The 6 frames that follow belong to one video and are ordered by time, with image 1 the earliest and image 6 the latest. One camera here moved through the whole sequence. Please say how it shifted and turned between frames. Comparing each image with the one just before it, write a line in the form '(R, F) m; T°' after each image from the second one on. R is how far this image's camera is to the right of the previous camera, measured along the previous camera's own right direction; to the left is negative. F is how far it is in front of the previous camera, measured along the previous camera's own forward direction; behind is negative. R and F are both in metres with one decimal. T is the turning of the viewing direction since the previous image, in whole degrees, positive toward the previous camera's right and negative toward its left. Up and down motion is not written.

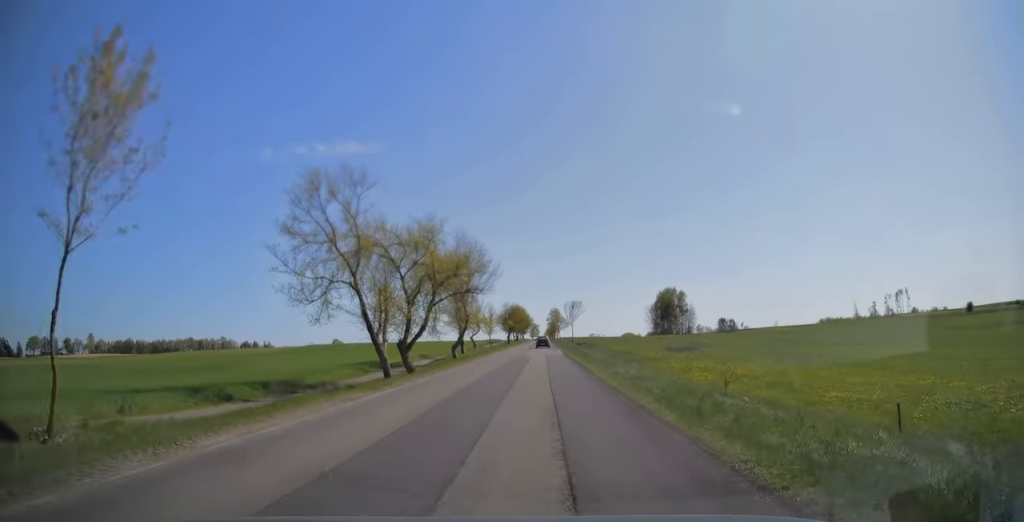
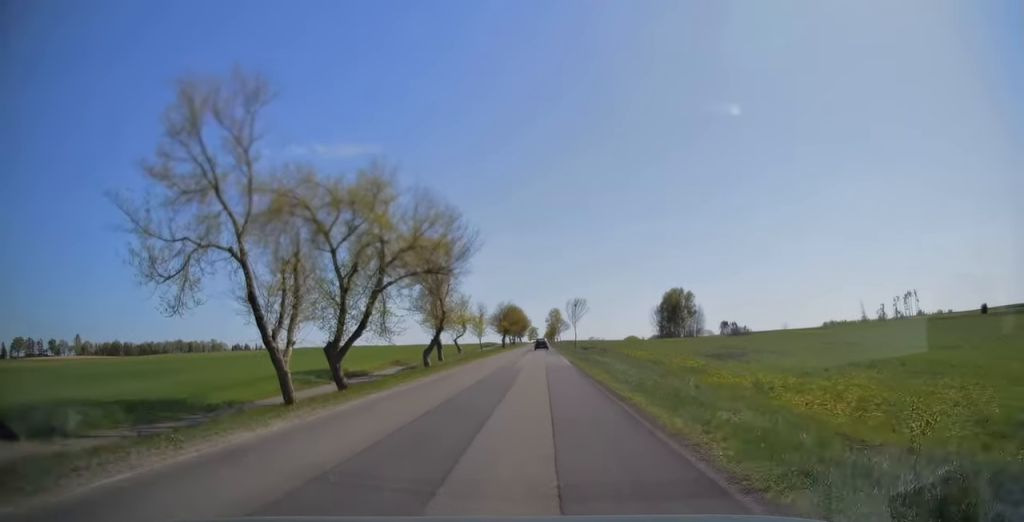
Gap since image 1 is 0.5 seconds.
(0.0, +14.7) m; 0°
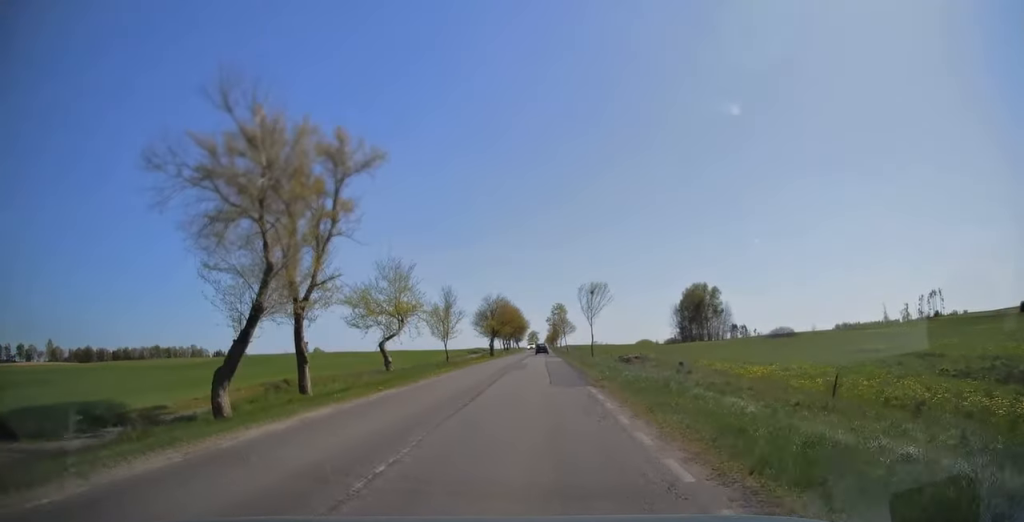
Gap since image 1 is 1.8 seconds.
(0.0, +33.1) m; 0°
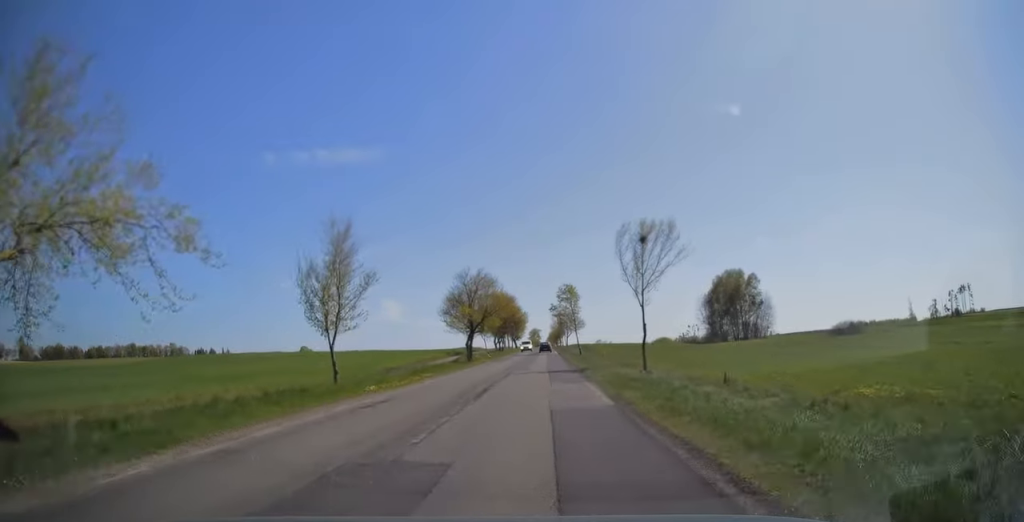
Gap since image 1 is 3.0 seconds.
(0.0, +33.0) m; 0°
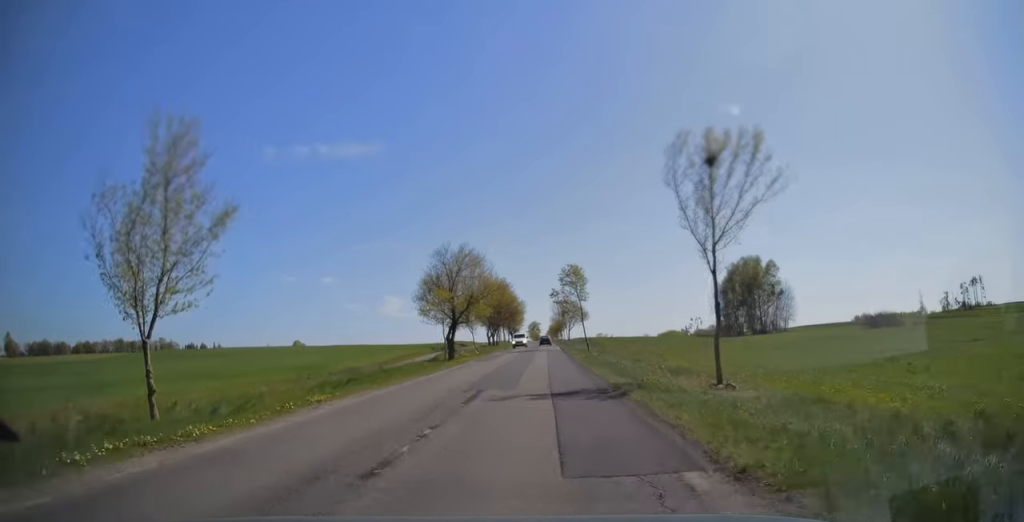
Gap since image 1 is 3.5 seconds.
(0.0, +14.1) m; 0°
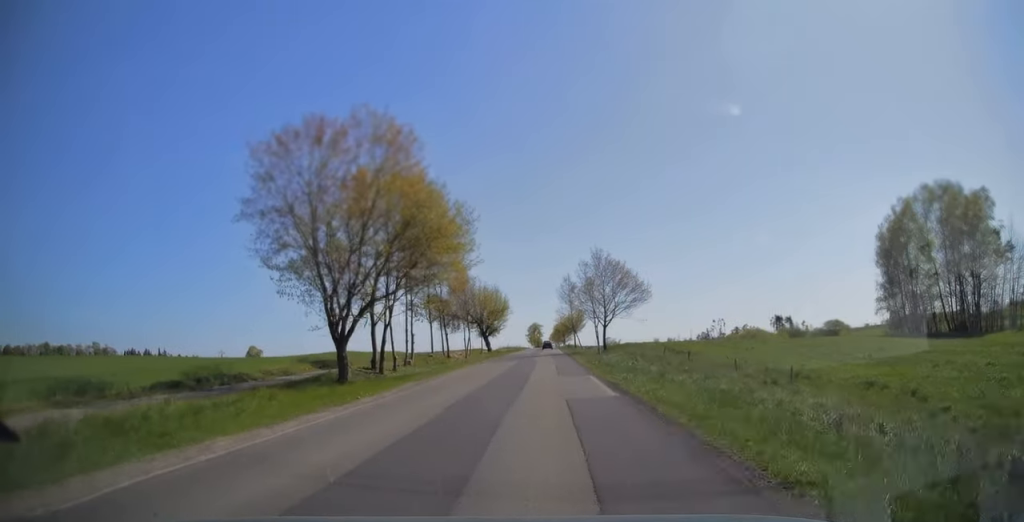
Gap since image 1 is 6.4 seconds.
(-0.2, +79.0) m; 0°
